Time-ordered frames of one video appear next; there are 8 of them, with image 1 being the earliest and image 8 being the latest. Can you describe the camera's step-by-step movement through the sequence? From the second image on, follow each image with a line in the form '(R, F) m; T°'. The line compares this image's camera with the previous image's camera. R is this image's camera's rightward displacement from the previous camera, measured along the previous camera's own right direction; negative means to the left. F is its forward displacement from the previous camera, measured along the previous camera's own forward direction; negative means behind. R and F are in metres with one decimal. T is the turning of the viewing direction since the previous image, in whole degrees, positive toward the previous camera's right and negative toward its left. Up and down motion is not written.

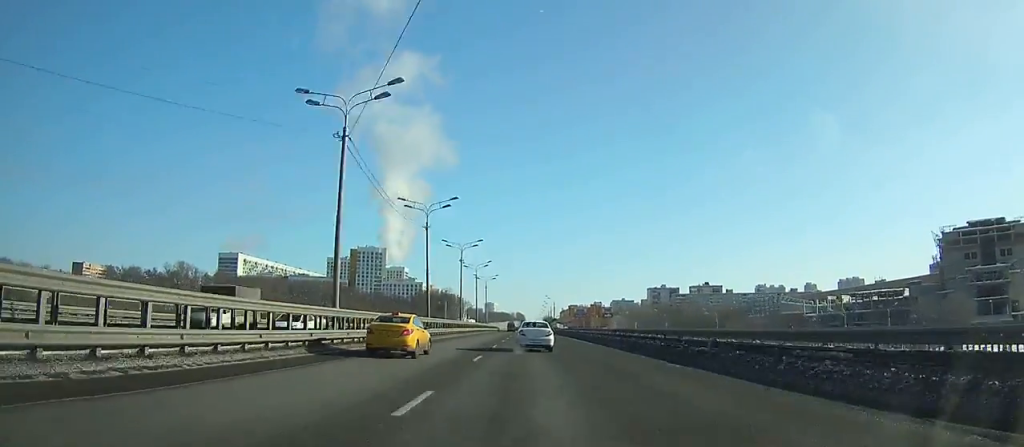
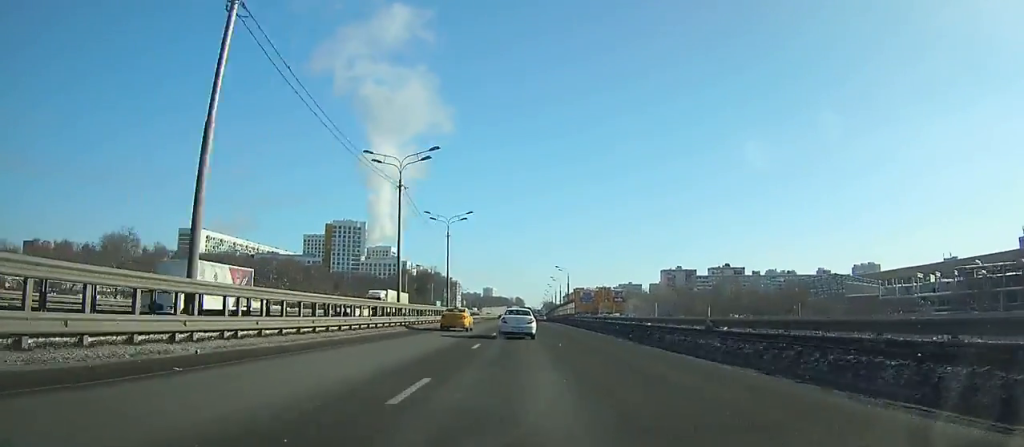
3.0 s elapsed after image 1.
(-0.1, +60.4) m; 0°
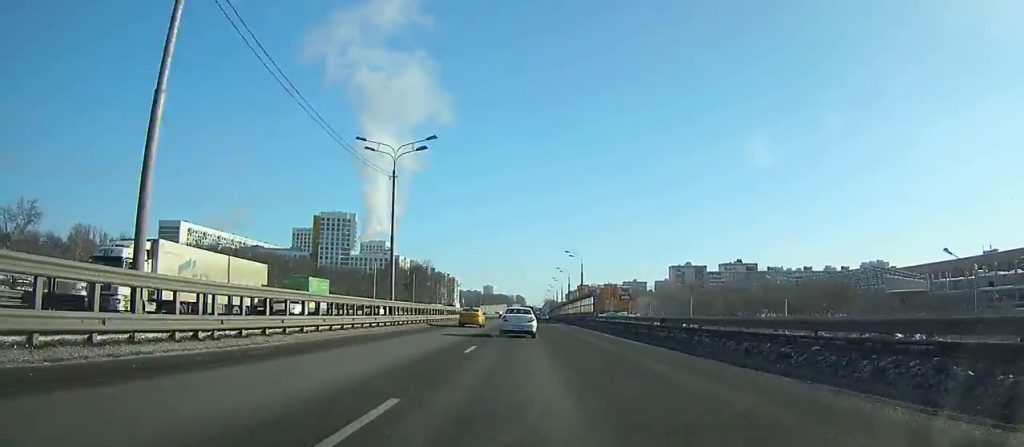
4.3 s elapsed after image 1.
(0.0, +26.1) m; 0°
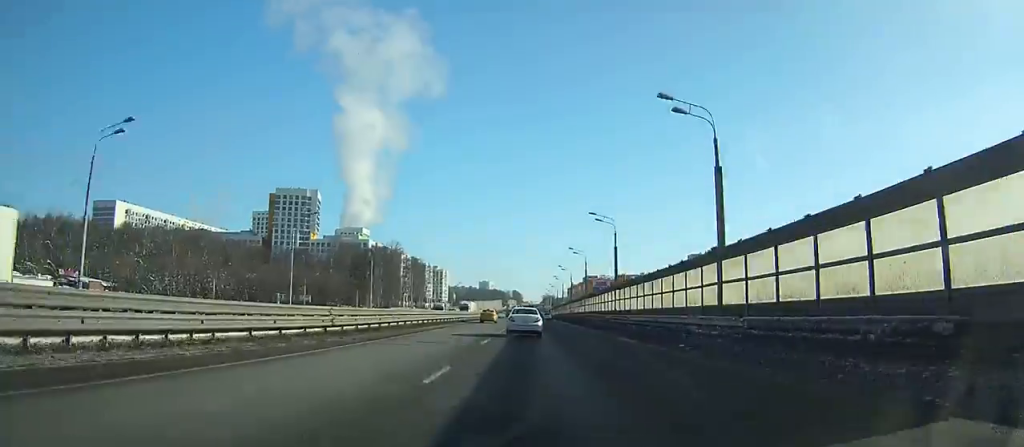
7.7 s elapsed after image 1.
(0.0, +67.5) m; 0°
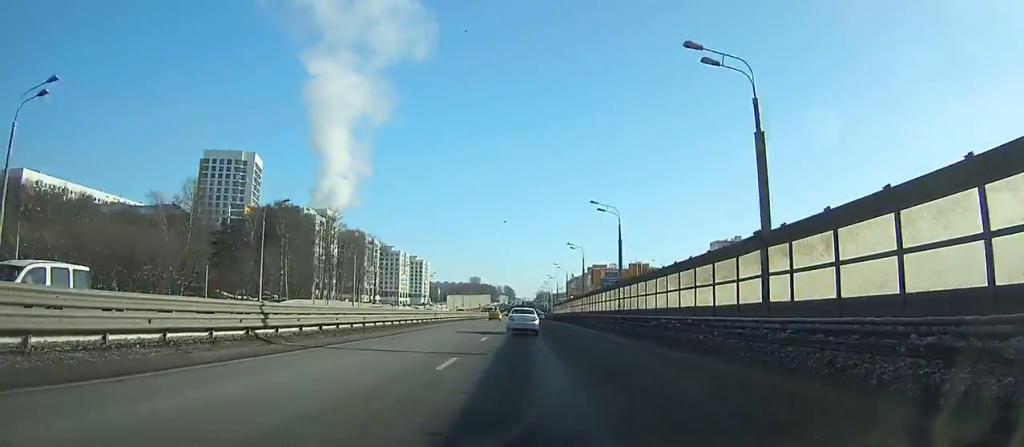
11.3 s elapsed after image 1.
(+0.3, +70.0) m; 0°
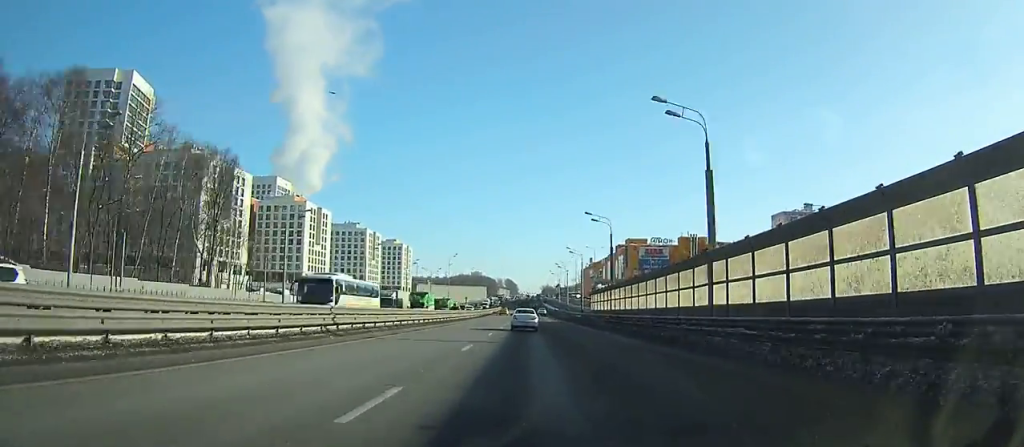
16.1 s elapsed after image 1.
(+0.2, +91.1) m; 0°
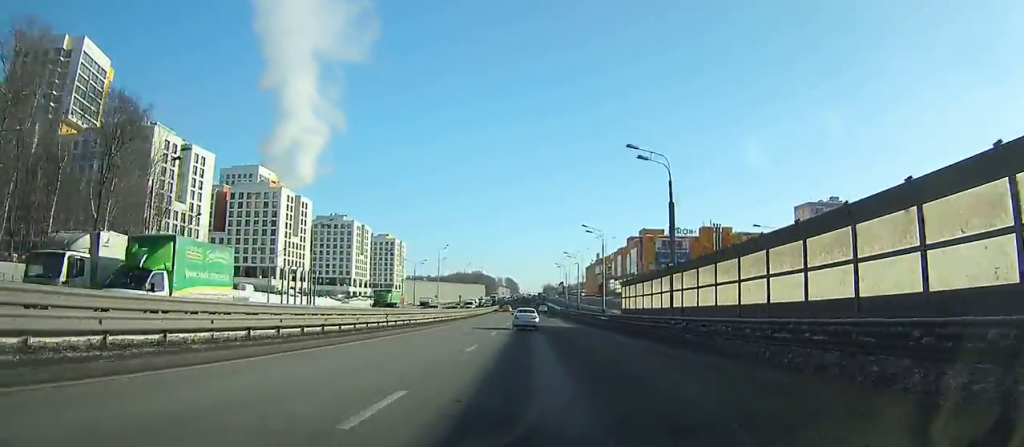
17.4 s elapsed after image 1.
(0.0, +24.4) m; 0°
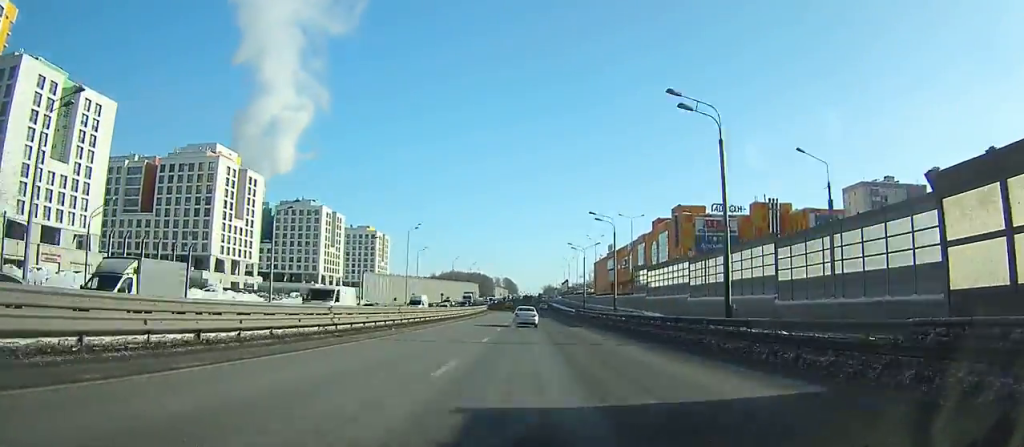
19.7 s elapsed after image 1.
(-0.1, +43.1) m; 0°
